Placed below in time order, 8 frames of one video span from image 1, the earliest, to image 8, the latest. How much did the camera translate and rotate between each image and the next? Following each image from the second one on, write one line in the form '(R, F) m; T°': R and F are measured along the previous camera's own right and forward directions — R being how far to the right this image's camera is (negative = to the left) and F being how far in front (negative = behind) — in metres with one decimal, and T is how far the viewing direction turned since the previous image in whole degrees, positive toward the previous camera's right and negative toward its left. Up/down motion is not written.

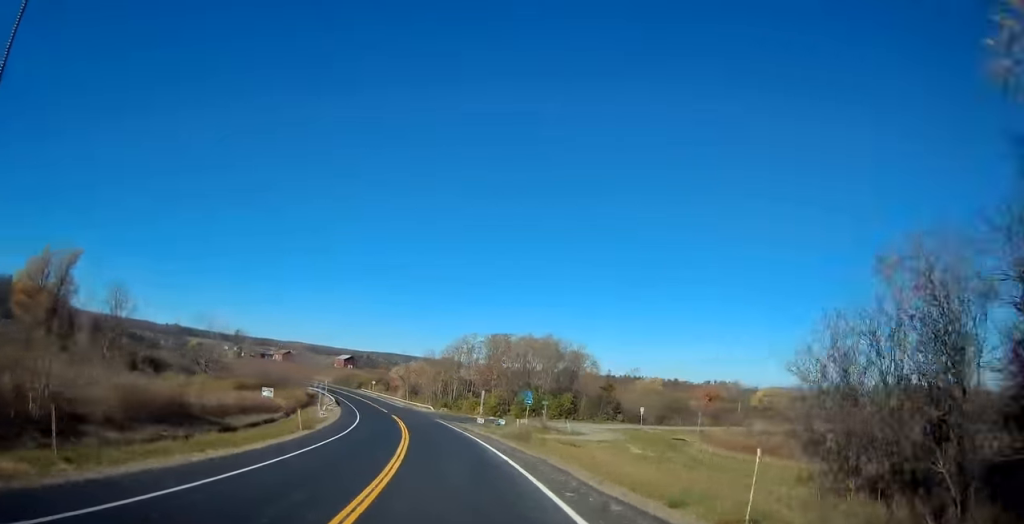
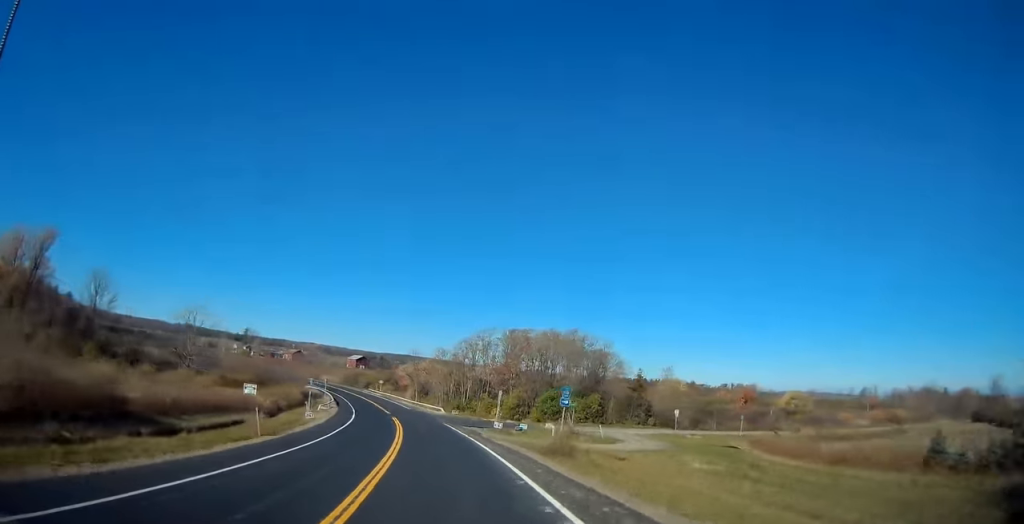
(+0.1, +9.6) m; -2°
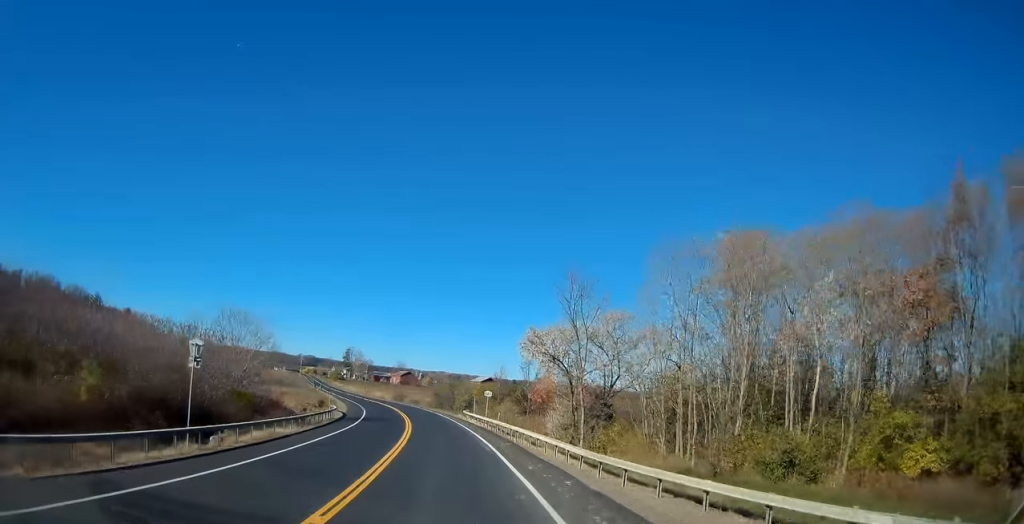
(-8.0, +68.6) m; -12°
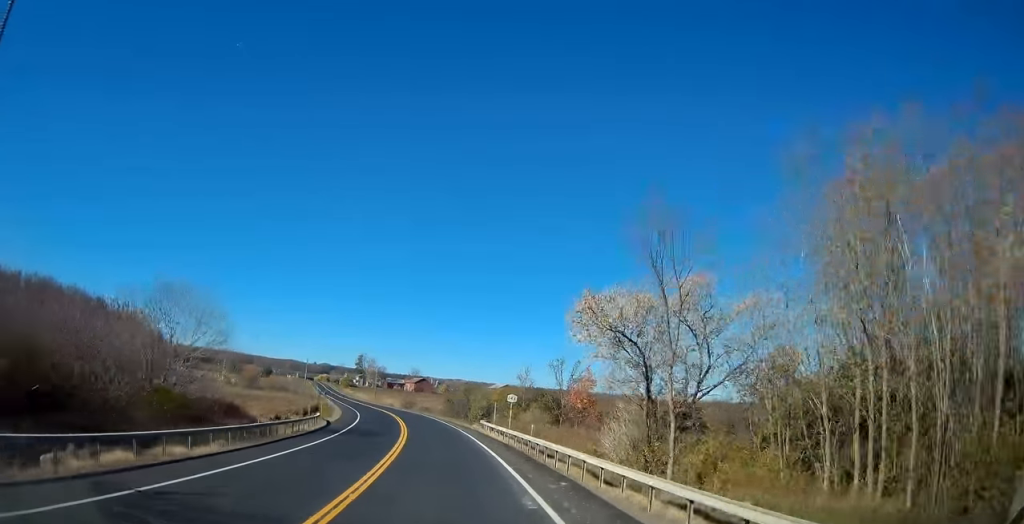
(-0.3, +12.0) m; -2°
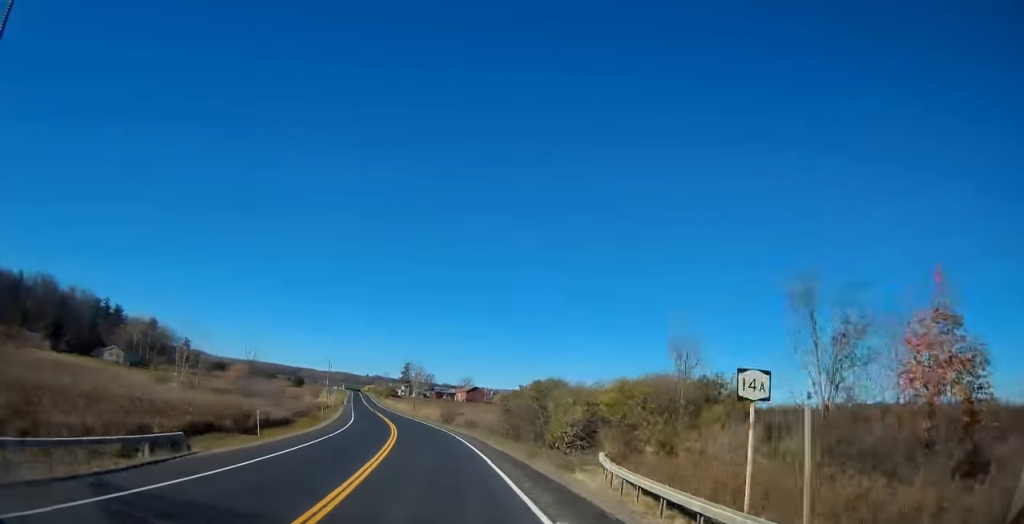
(-1.6, +31.6) m; -7°
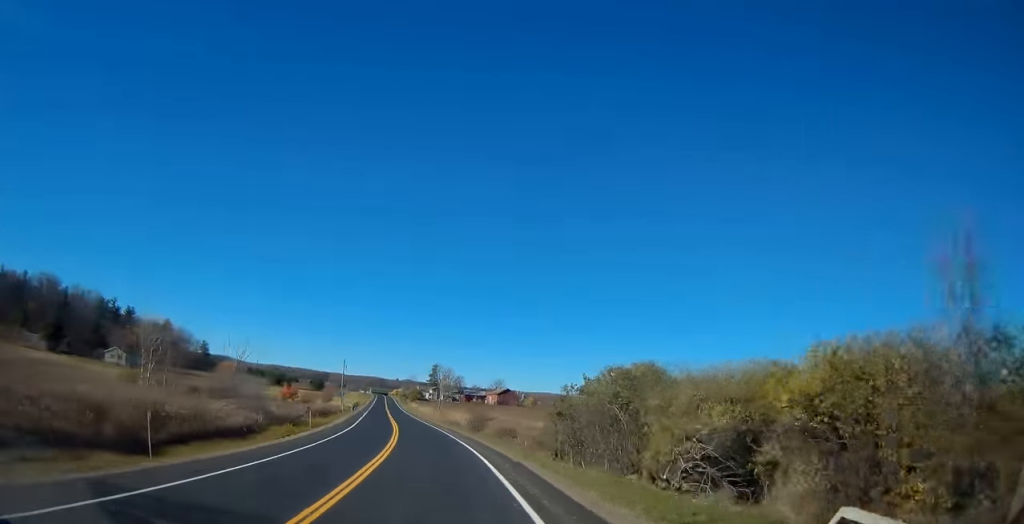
(-0.2, +14.6) m; -3°
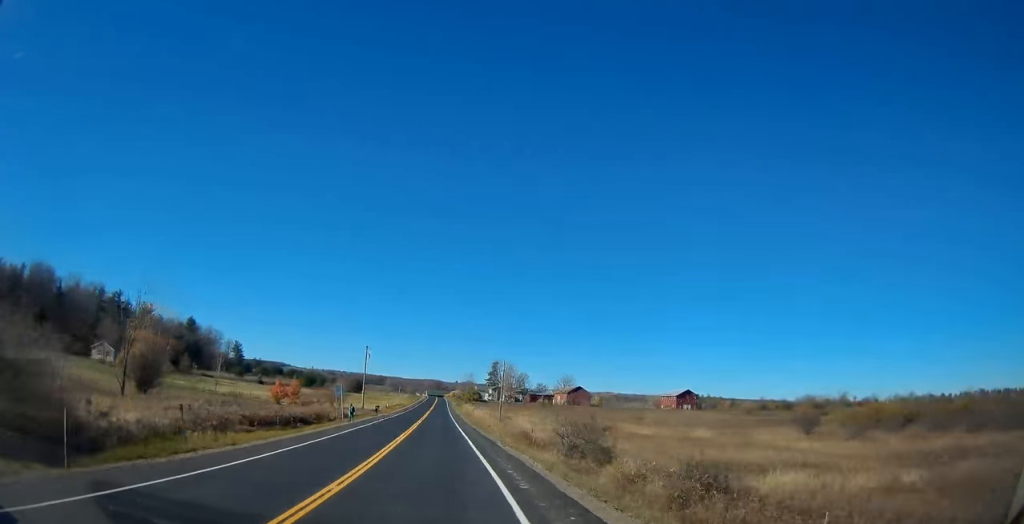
(-1.9, +34.6) m; -4°
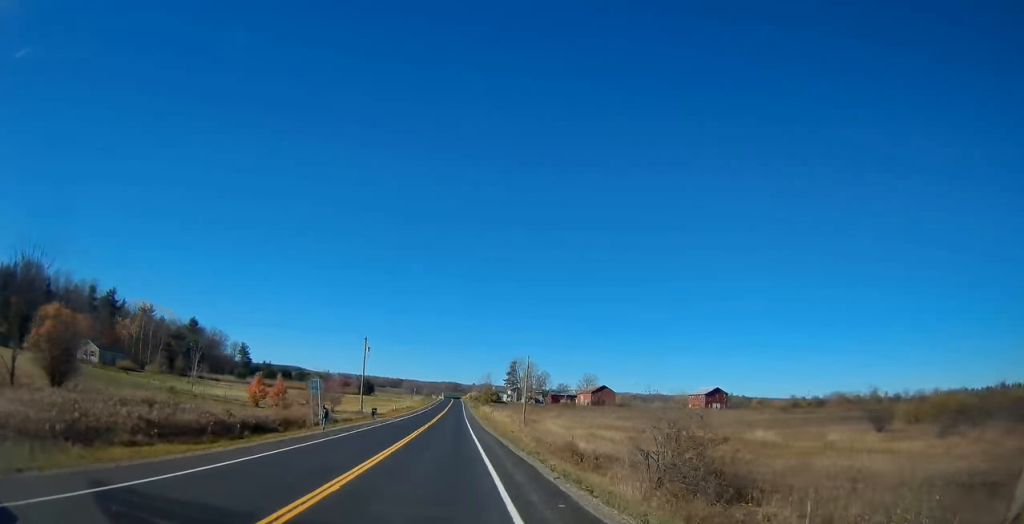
(+0.2, +13.9) m; -1°
